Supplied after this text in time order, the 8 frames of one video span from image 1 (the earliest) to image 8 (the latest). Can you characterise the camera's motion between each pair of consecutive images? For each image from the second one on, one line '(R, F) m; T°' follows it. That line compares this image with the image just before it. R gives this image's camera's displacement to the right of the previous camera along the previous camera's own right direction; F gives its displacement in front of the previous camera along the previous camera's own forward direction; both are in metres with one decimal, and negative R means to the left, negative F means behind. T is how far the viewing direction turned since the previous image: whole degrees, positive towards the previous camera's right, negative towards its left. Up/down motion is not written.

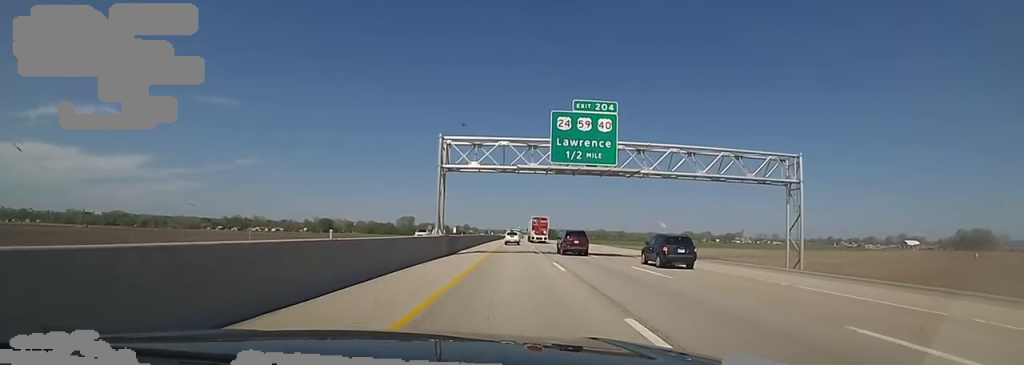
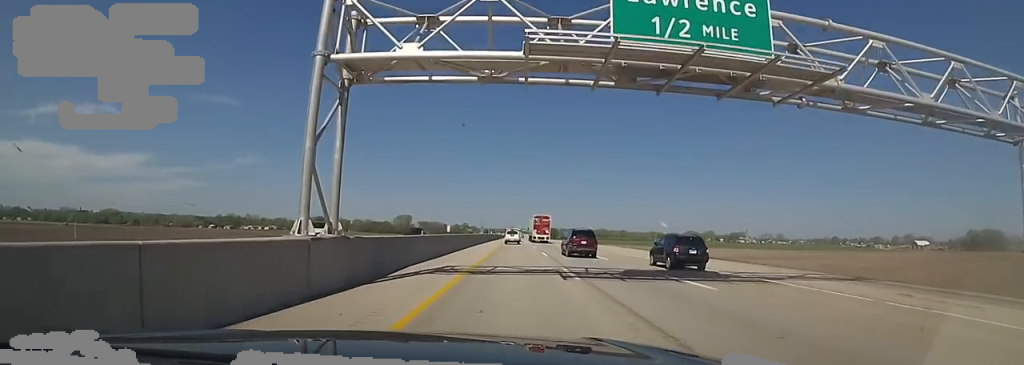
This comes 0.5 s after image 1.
(-0.2, +18.7) m; -1°
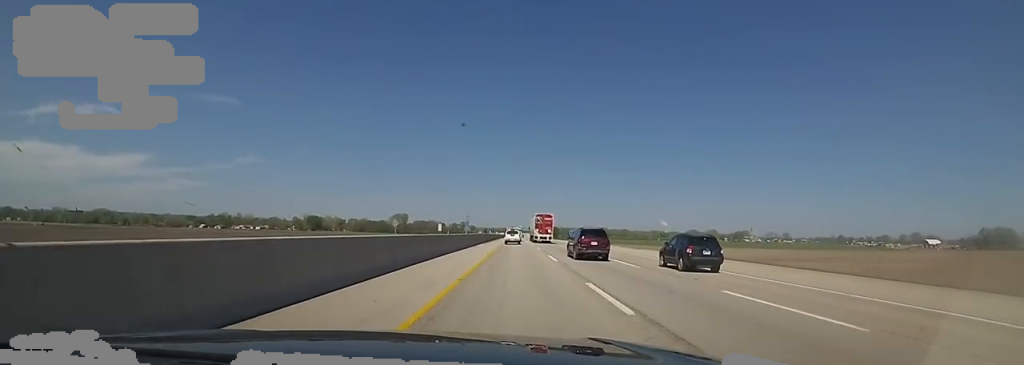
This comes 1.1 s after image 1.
(0.0, +20.9) m; 0°
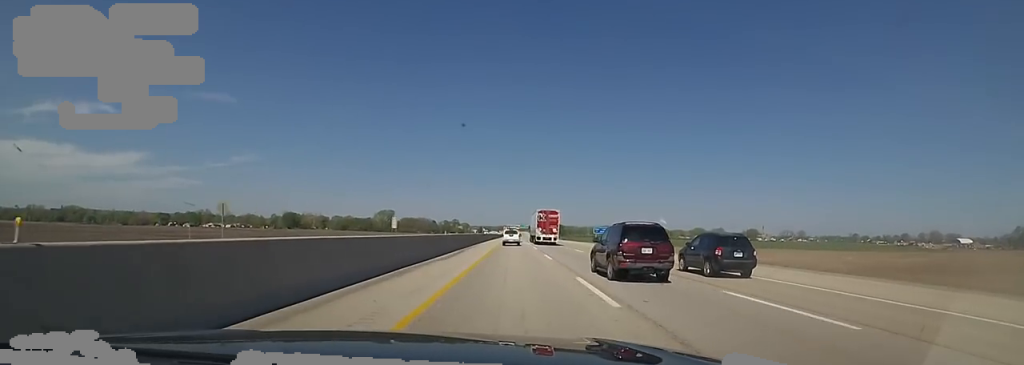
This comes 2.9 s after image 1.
(0.0, +60.3) m; 0°
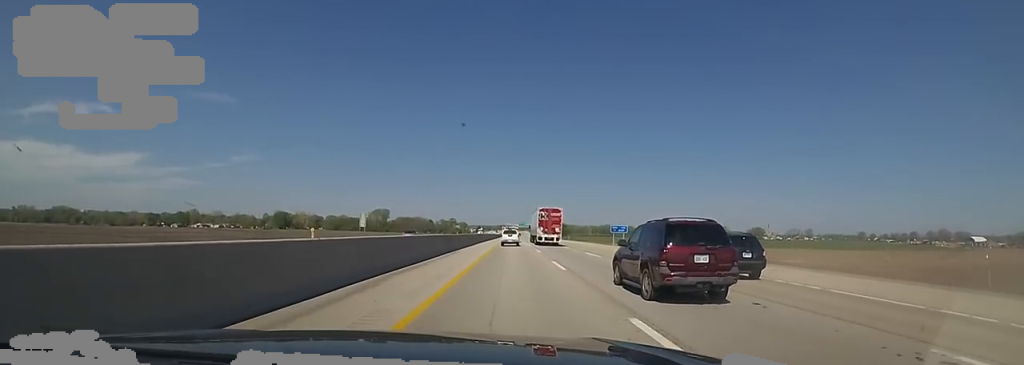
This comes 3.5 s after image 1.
(0.0, +22.0) m; +1°
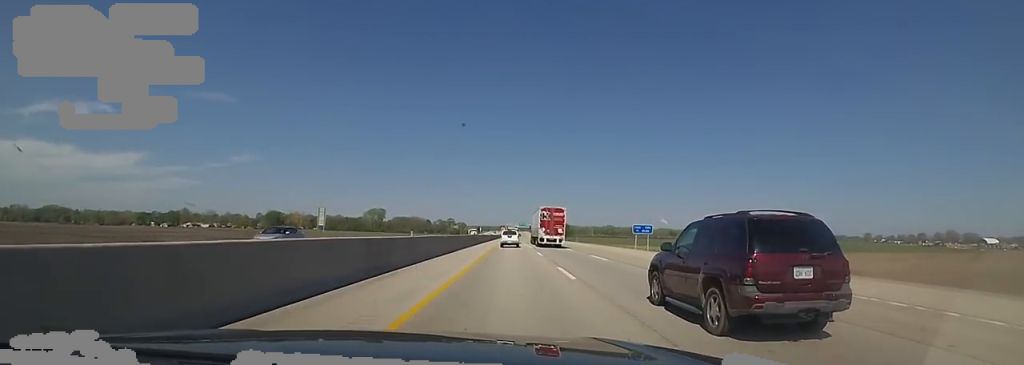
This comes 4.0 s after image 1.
(-0.1, +18.5) m; +1°
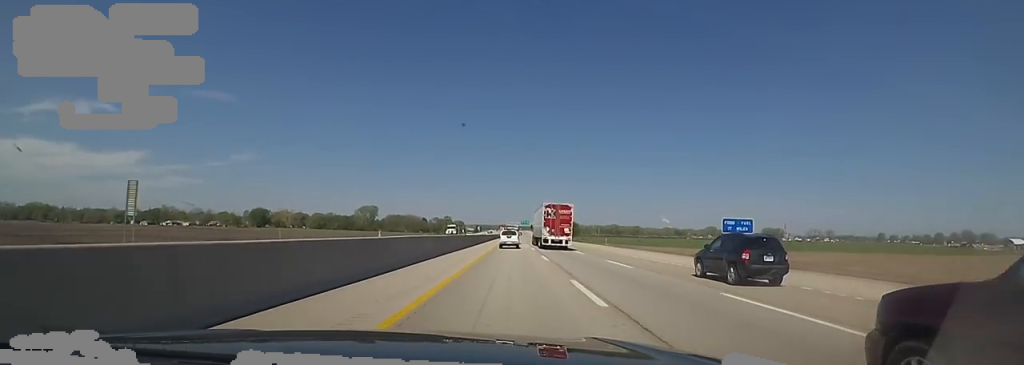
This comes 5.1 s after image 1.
(+1.2, +35.7) m; +1°
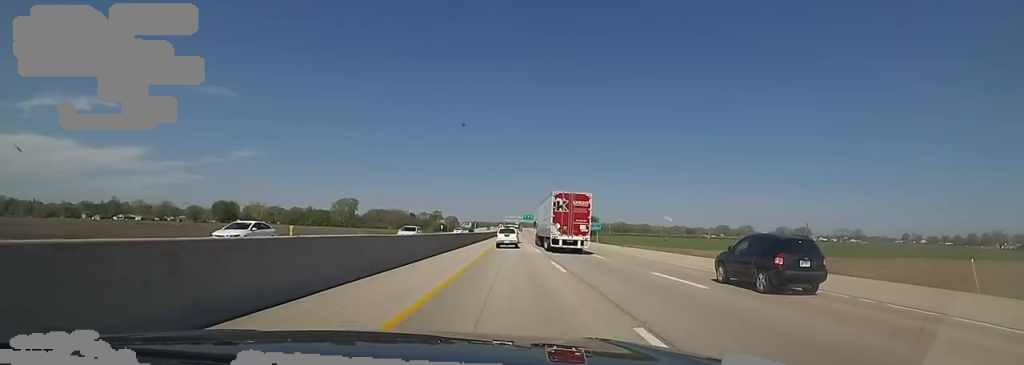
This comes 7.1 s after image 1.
(-2.2, +68.2) m; -2°
